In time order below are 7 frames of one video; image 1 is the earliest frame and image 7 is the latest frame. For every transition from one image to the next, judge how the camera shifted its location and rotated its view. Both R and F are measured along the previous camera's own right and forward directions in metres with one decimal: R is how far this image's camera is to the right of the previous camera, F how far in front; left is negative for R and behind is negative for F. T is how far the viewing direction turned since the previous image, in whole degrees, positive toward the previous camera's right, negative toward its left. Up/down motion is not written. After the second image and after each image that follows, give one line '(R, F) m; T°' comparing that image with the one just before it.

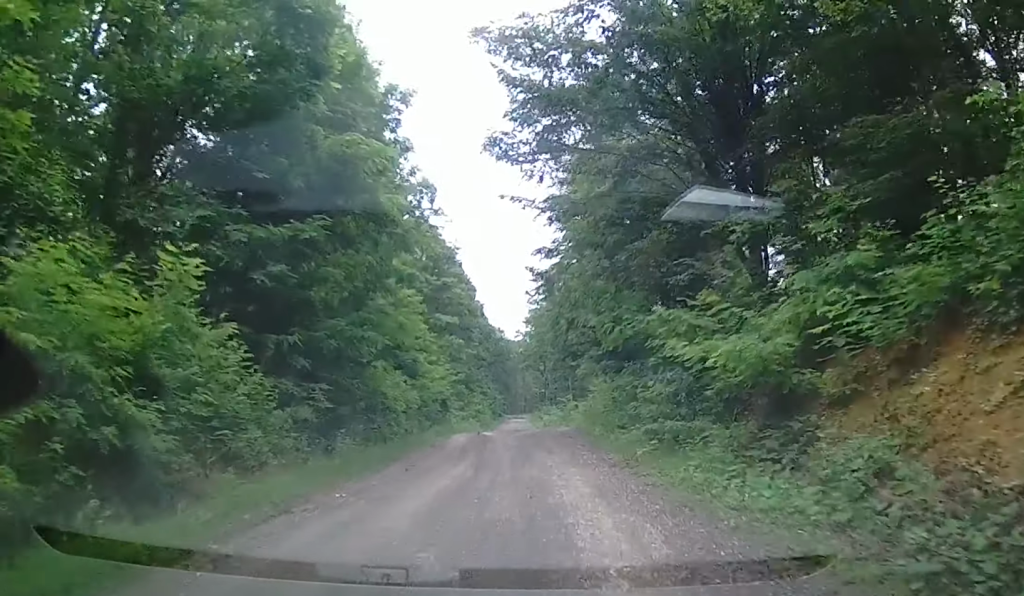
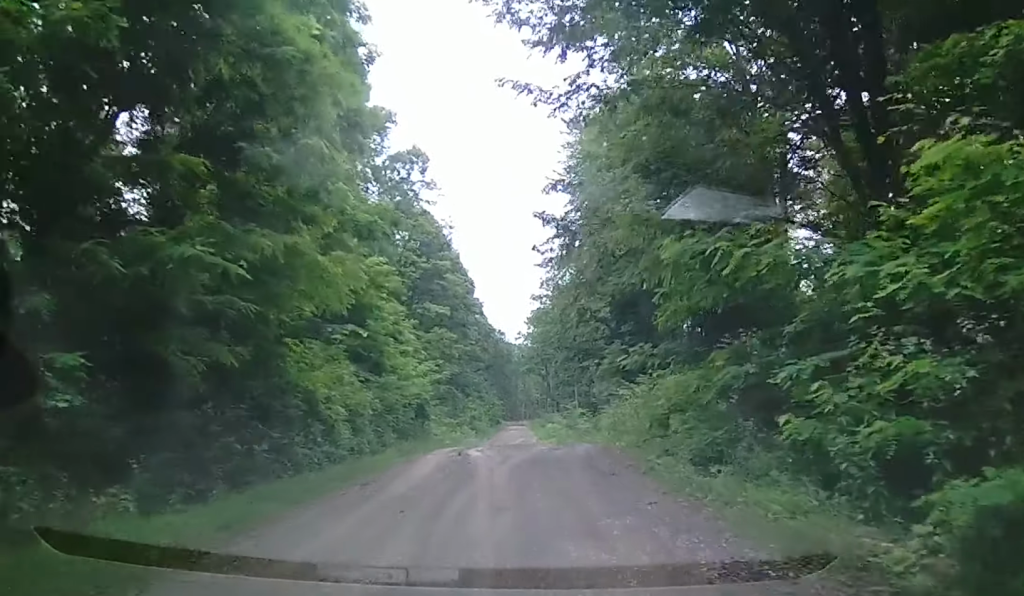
(+0.5, +8.9) m; +3°
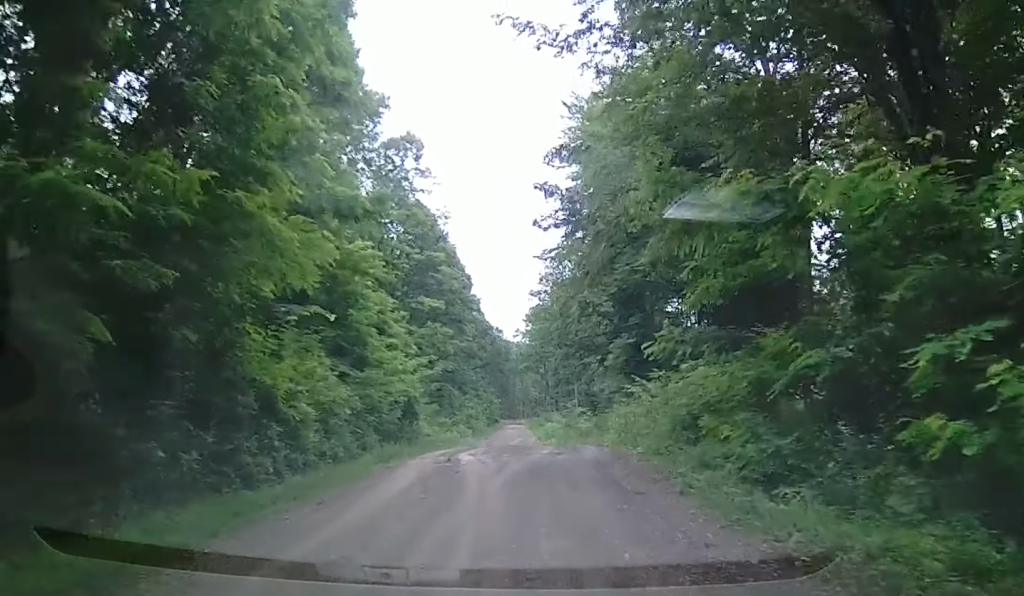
(0.0, +2.6) m; 0°
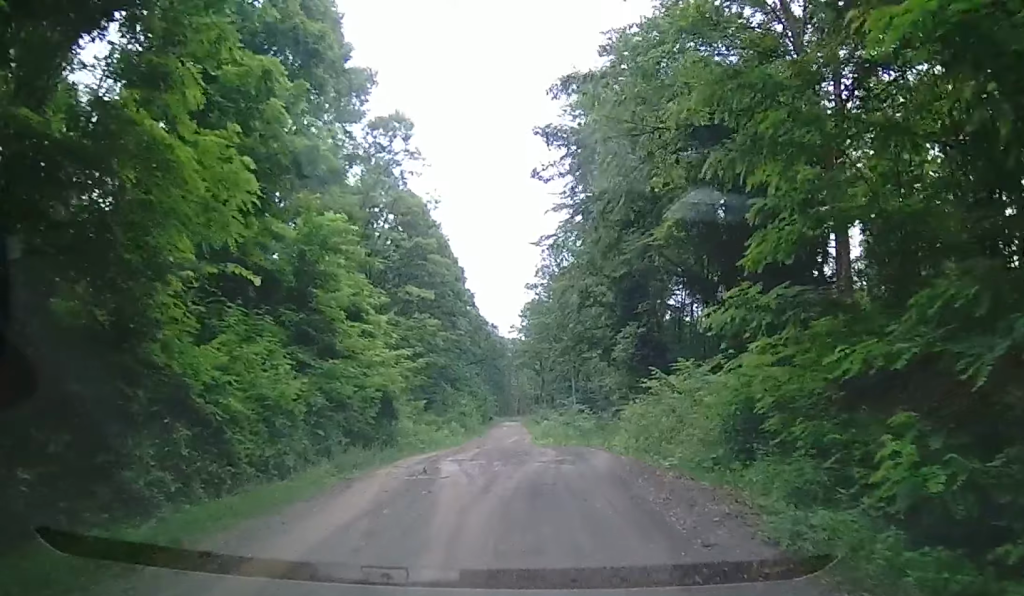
(-0.1, +3.4) m; -2°
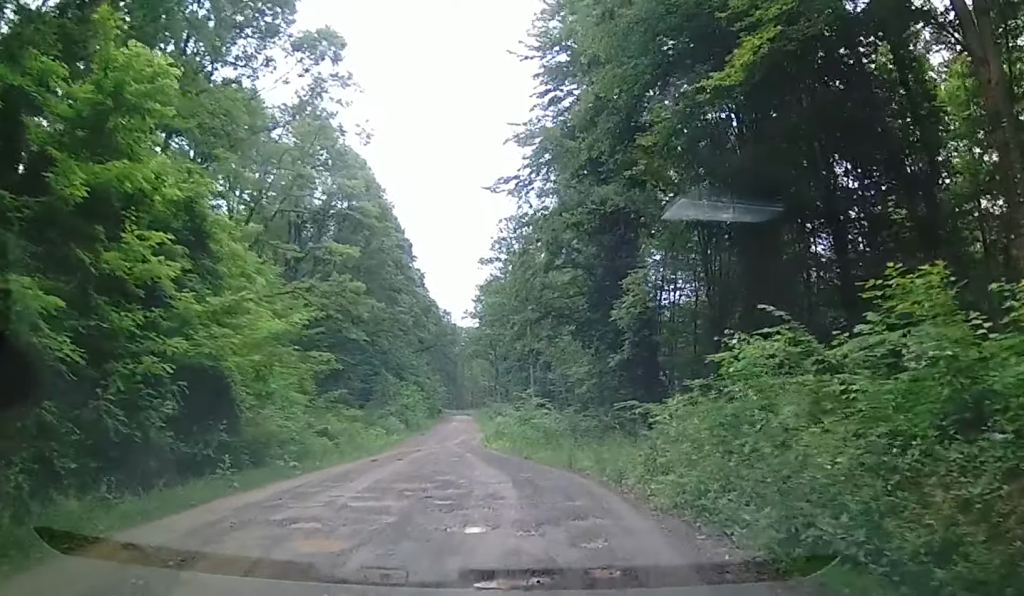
(-0.2, +10.5) m; 0°
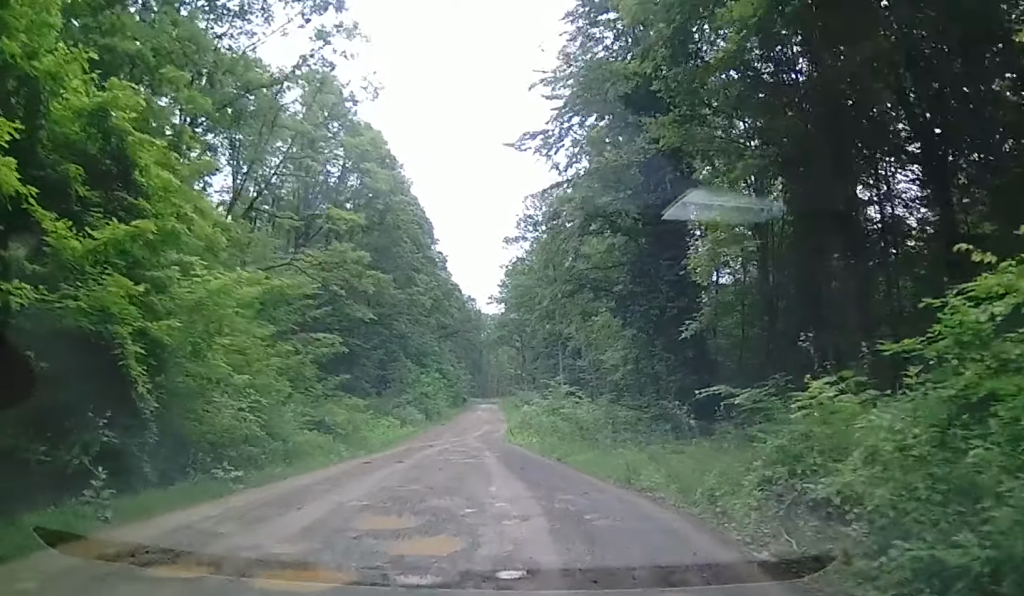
(+0.1, +4.8) m; +3°
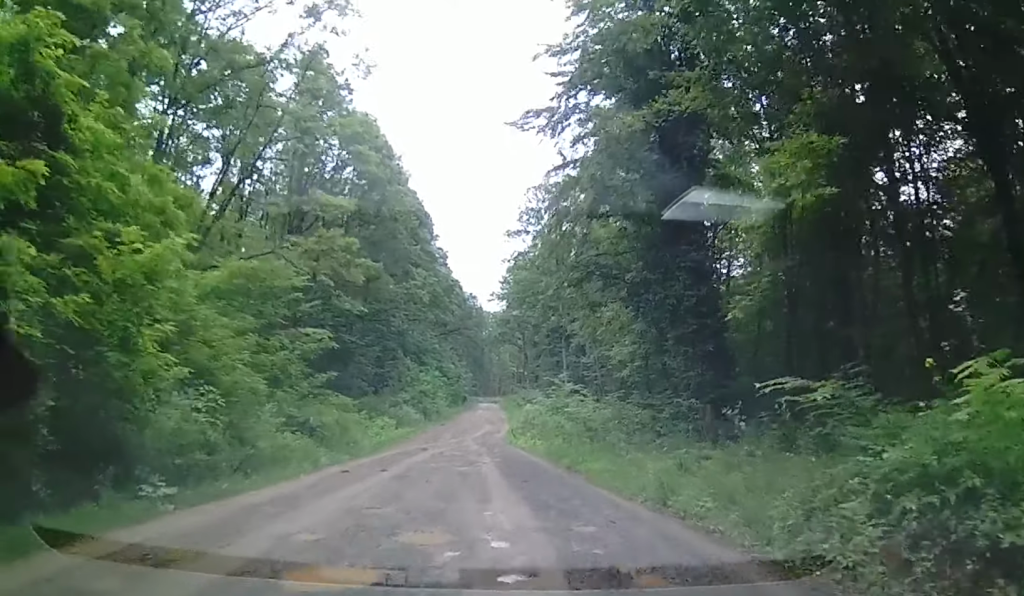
(0.0, +2.5) m; +2°
